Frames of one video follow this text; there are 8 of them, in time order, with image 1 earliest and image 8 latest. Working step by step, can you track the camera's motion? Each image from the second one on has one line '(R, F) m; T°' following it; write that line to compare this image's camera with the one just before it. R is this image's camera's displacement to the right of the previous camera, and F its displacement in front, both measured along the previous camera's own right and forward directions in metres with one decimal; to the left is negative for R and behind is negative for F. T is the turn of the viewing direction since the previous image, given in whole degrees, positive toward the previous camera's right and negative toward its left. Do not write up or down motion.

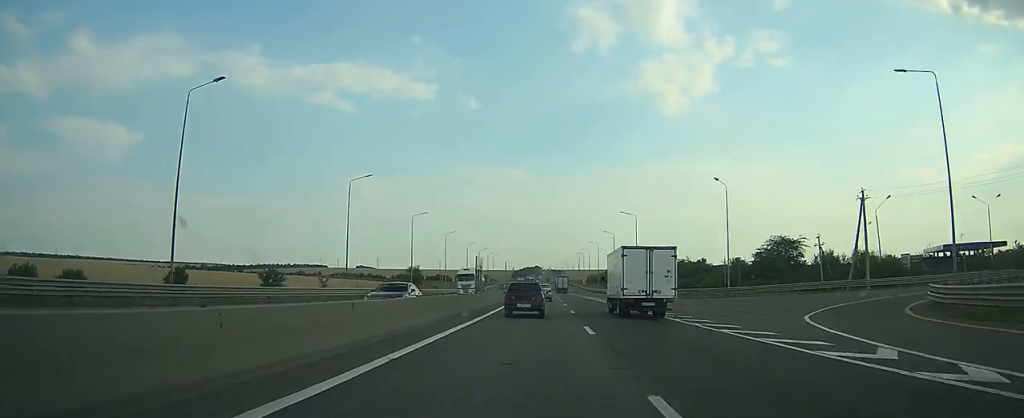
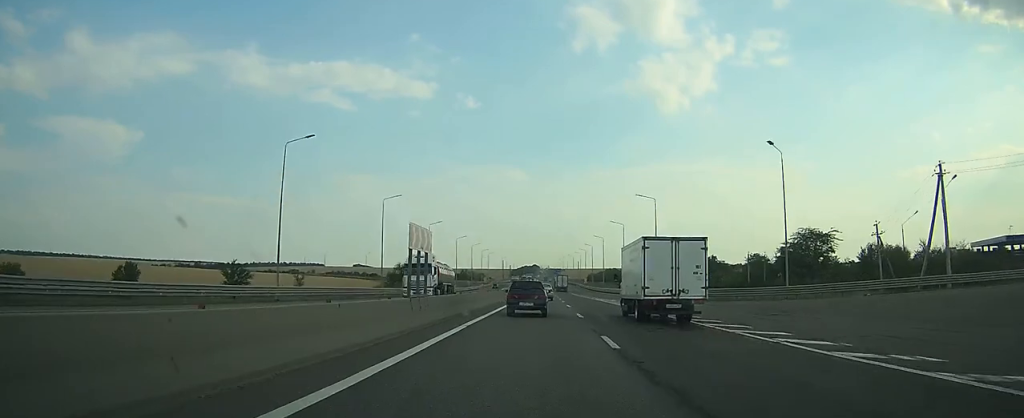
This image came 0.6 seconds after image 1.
(0.0, +16.3) m; 0°
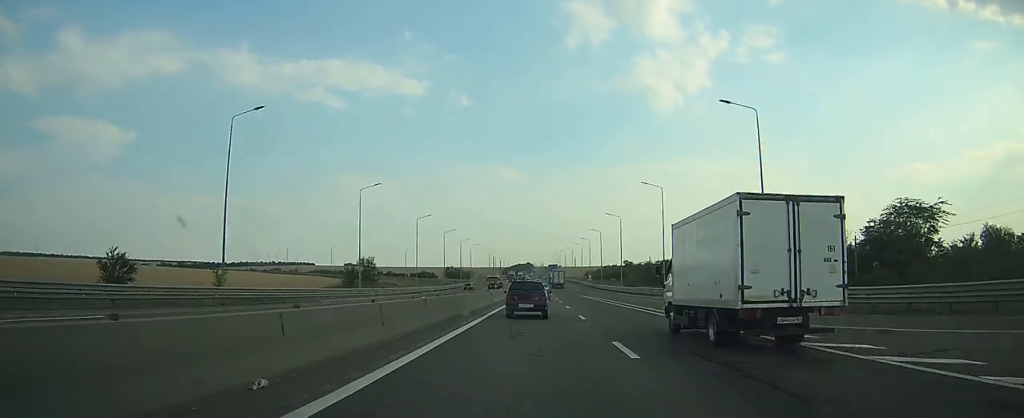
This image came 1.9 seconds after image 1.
(+0.2, +37.4) m; 0°
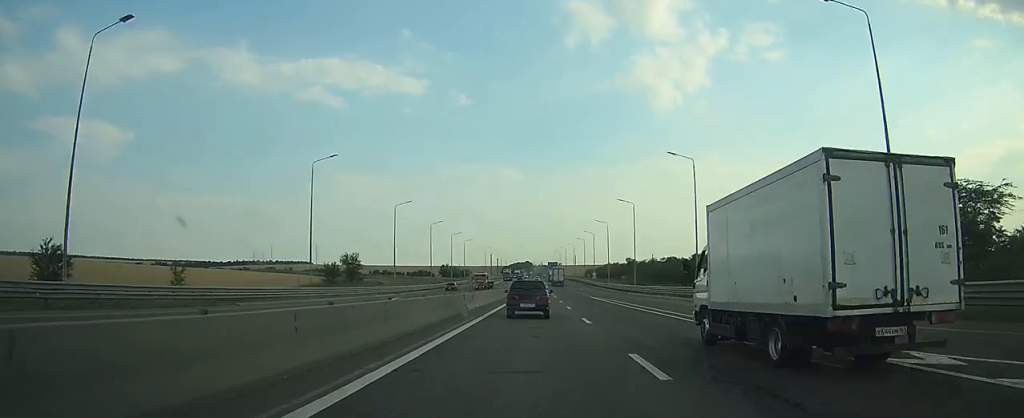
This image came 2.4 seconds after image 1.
(0.0, +14.4) m; 0°
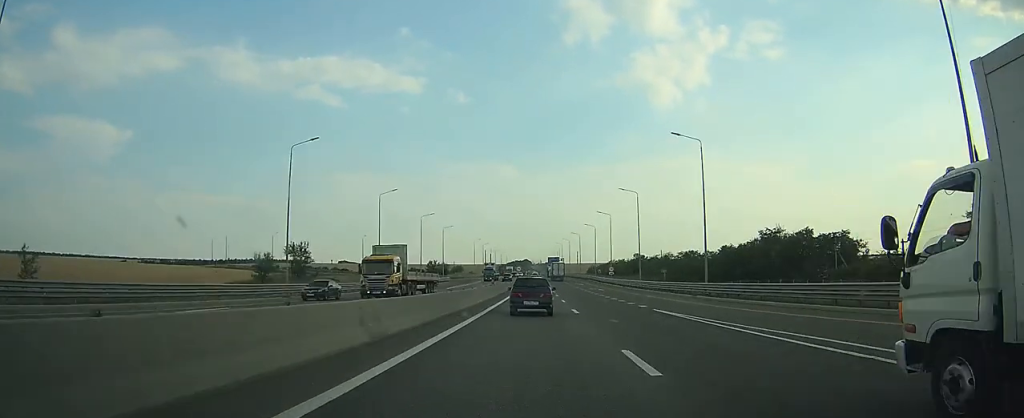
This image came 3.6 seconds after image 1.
(+0.1, +35.7) m; 0°
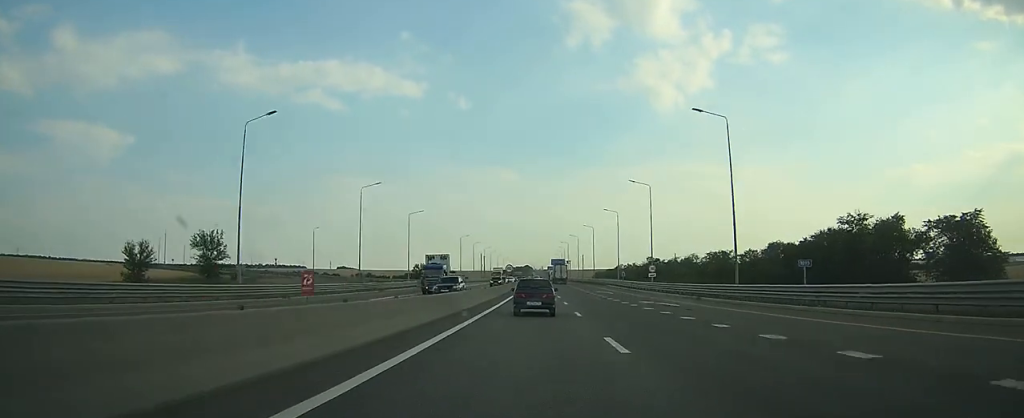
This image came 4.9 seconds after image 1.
(+0.1, +37.7) m; 0°
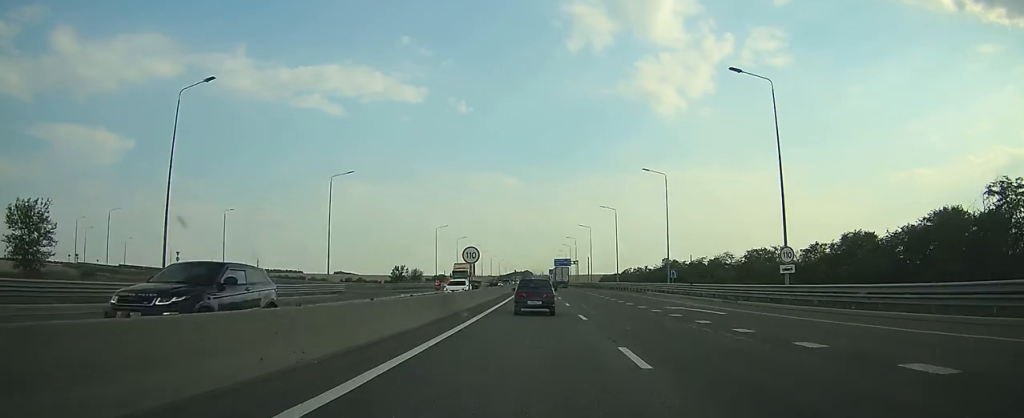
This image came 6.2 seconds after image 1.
(+0.1, +38.7) m; 0°
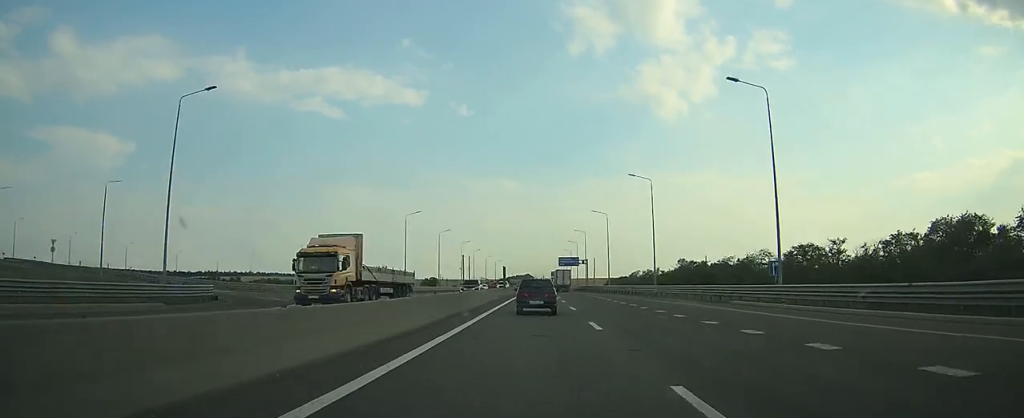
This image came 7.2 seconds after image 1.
(0.0, +29.0) m; 0°
